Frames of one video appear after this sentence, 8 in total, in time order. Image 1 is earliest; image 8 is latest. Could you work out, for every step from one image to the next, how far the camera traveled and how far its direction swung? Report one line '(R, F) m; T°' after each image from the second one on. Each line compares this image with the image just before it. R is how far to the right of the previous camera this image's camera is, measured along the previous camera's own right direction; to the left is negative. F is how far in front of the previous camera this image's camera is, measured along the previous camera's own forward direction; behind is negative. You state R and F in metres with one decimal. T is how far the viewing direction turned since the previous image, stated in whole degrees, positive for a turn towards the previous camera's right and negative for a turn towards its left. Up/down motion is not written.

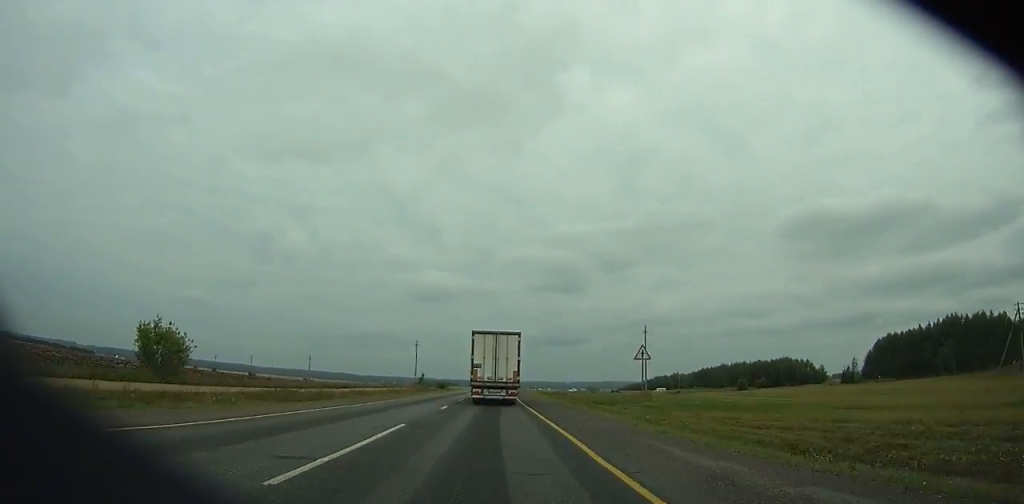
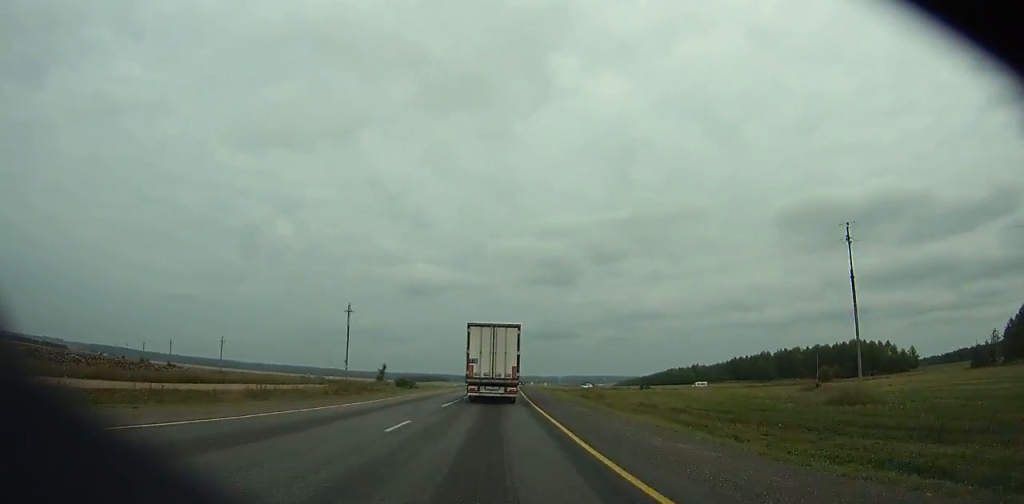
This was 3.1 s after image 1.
(+0.1, +59.5) m; +1°
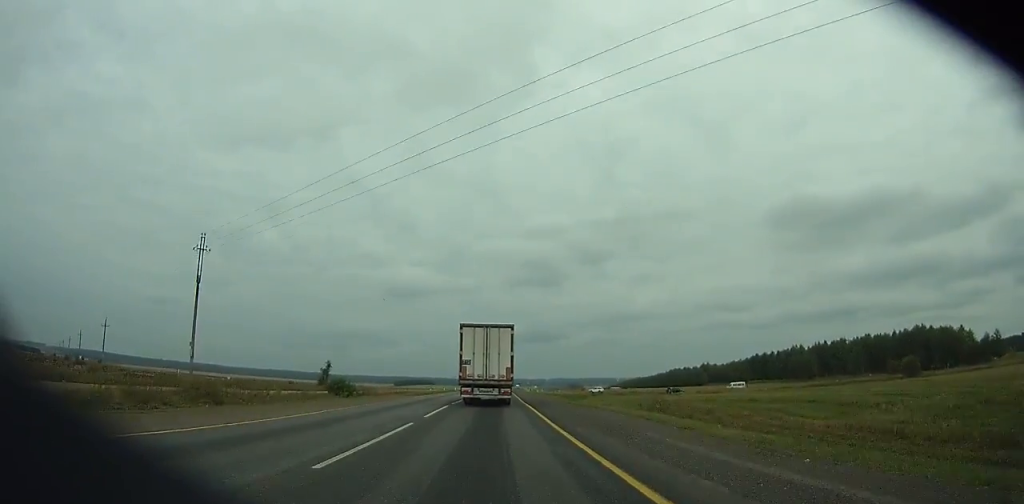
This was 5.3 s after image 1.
(+0.4, +41.3) m; +1°
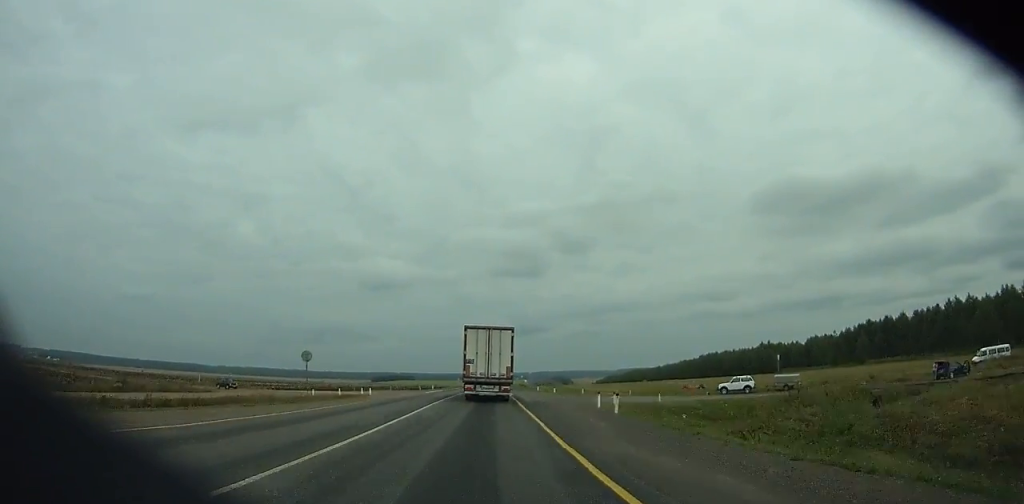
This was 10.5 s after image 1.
(+1.3, +96.6) m; +2°
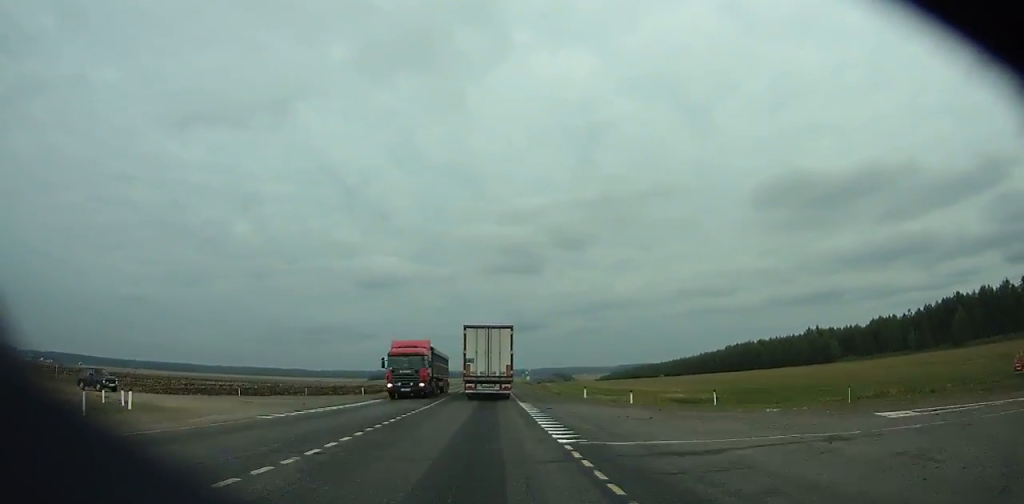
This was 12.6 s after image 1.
(+0.1, +39.1) m; +1°
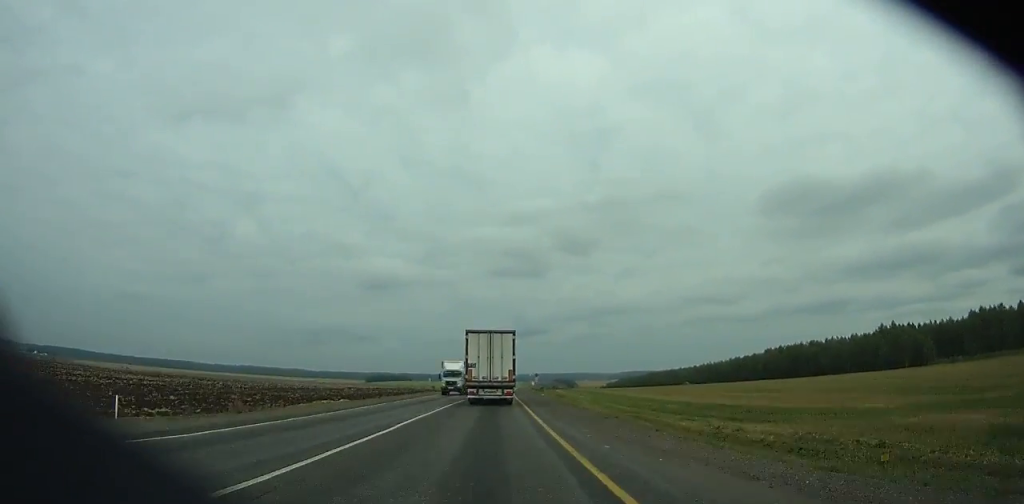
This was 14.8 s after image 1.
(+0.3, +41.1) m; 0°
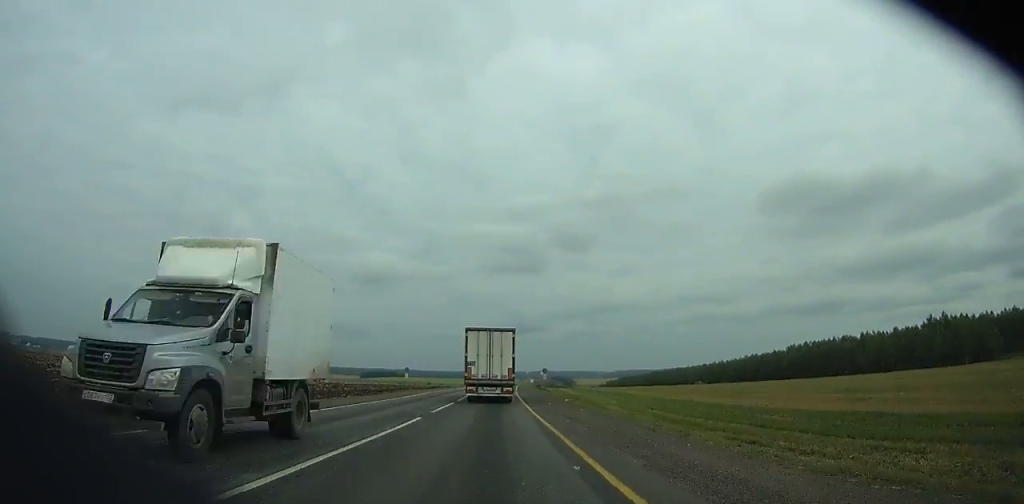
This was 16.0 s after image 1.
(-0.1, +22.5) m; 0°
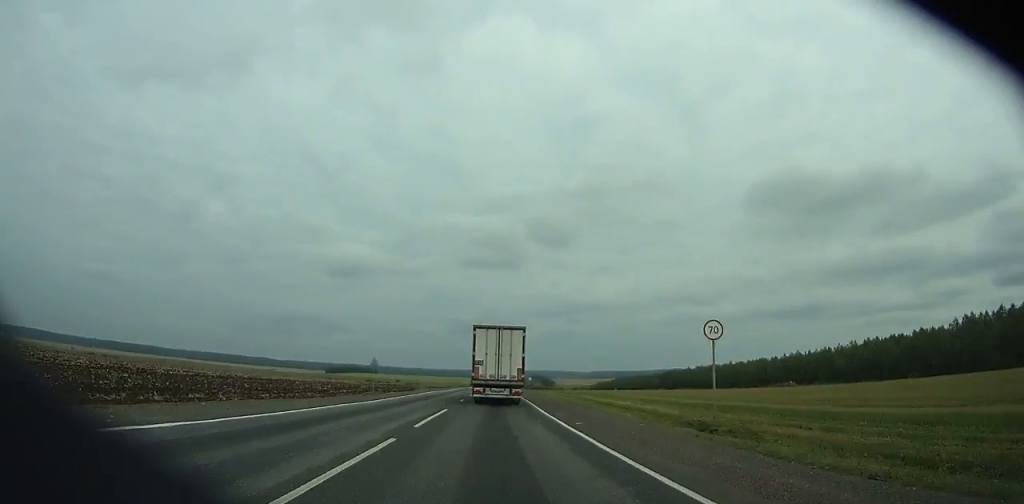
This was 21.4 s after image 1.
(+1.1, +101.1) m; +2°
